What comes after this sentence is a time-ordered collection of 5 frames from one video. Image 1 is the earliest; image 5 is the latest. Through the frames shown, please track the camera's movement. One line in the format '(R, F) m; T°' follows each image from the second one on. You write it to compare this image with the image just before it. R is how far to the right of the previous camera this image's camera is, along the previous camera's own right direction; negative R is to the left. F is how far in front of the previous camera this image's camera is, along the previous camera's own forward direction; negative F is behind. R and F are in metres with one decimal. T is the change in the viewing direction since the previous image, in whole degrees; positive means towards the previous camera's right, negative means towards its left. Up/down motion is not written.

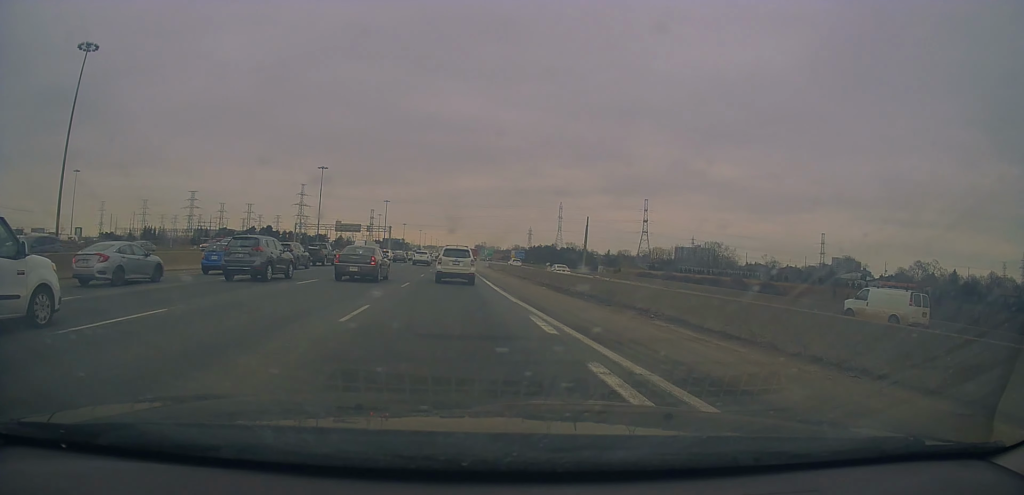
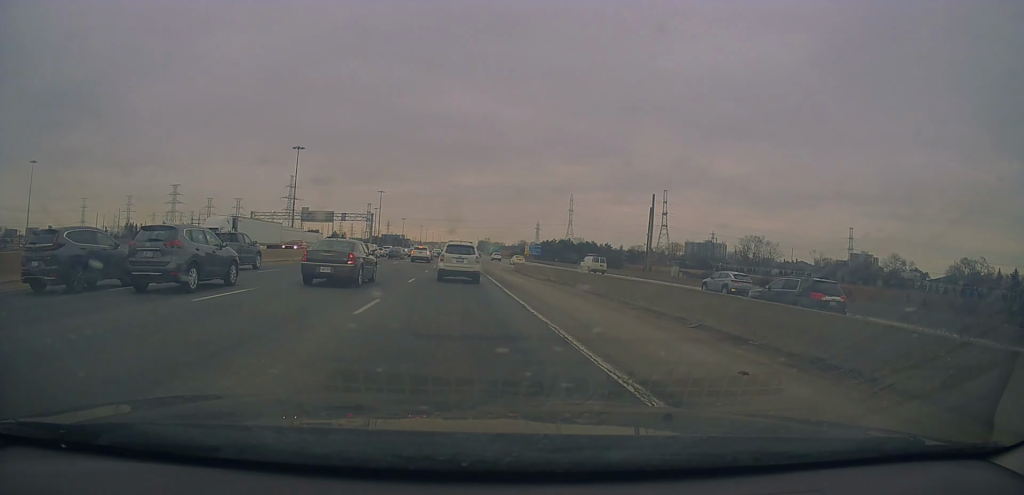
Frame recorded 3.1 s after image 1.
(-0.7, +34.6) m; -1°
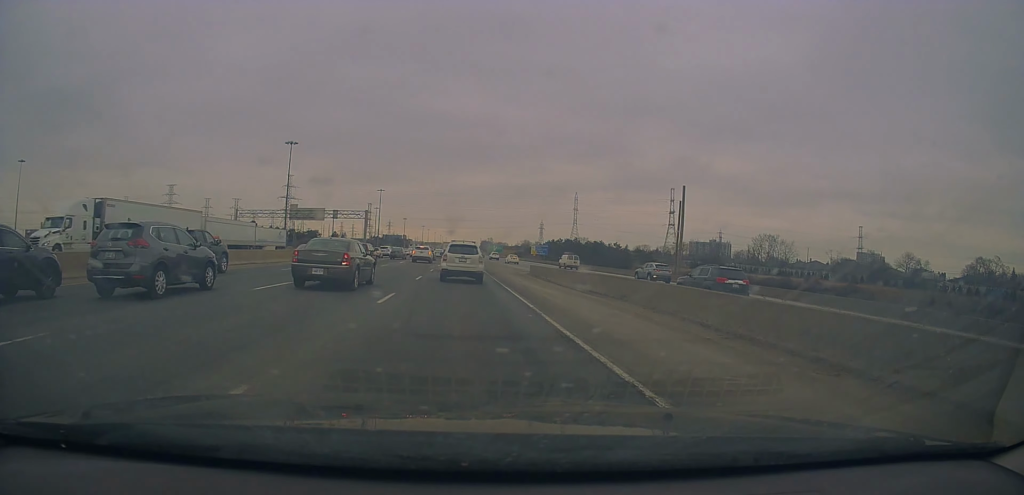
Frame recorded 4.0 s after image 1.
(0.0, +9.0) m; 0°
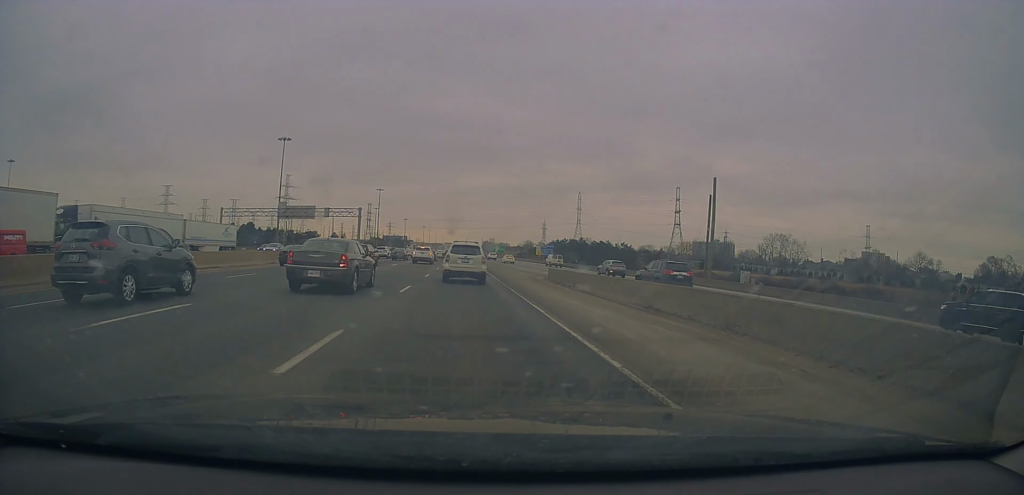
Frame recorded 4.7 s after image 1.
(+0.1, +7.5) m; -1°
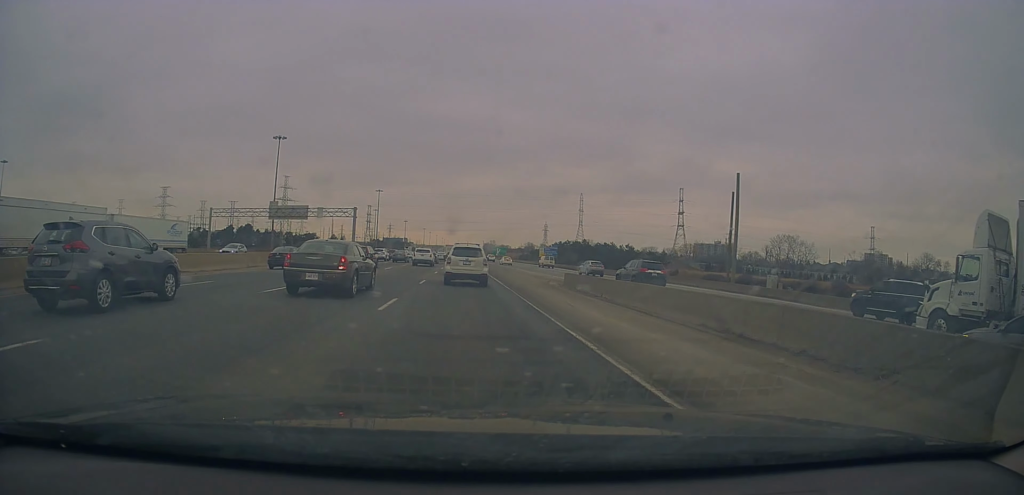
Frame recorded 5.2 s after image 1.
(-0.1, +4.6) m; 0°
